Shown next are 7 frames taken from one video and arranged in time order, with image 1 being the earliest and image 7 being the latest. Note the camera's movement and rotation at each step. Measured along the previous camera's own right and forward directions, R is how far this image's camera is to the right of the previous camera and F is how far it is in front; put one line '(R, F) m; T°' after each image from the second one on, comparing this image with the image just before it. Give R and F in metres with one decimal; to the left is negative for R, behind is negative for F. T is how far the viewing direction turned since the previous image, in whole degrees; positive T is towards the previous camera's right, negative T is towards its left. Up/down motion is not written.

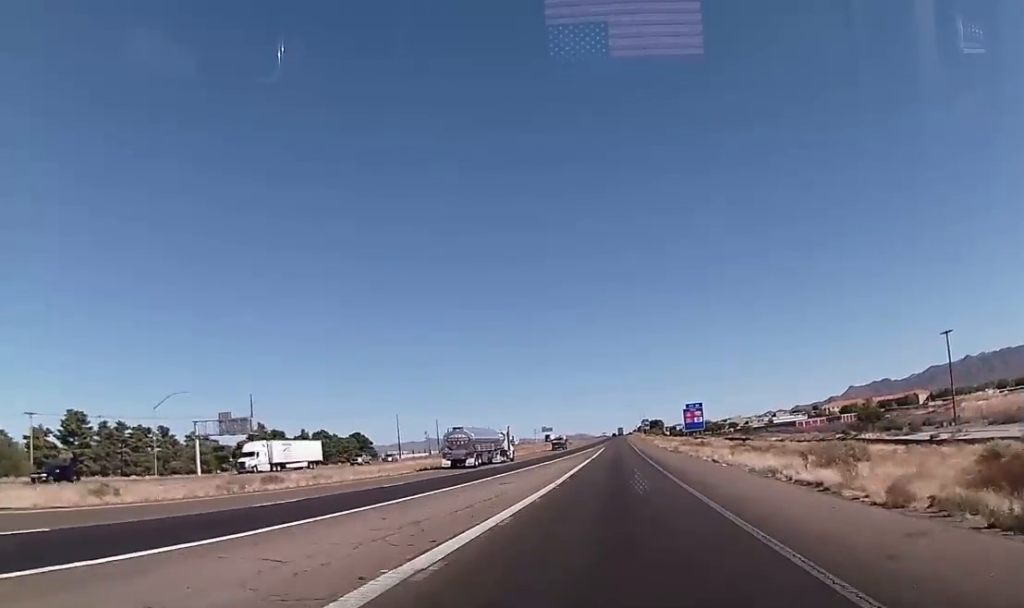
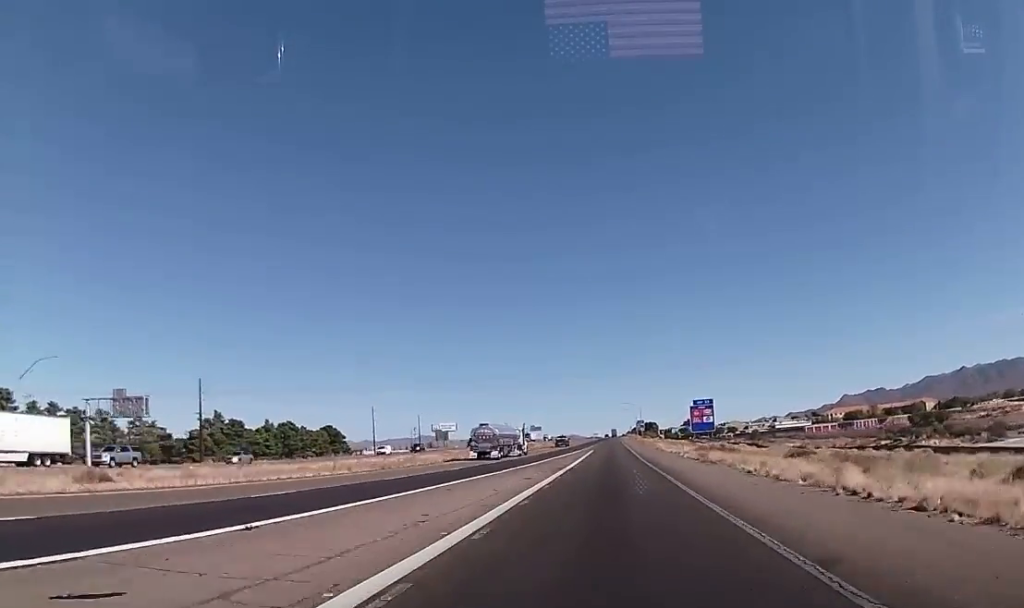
(+0.1, +25.4) m; 0°
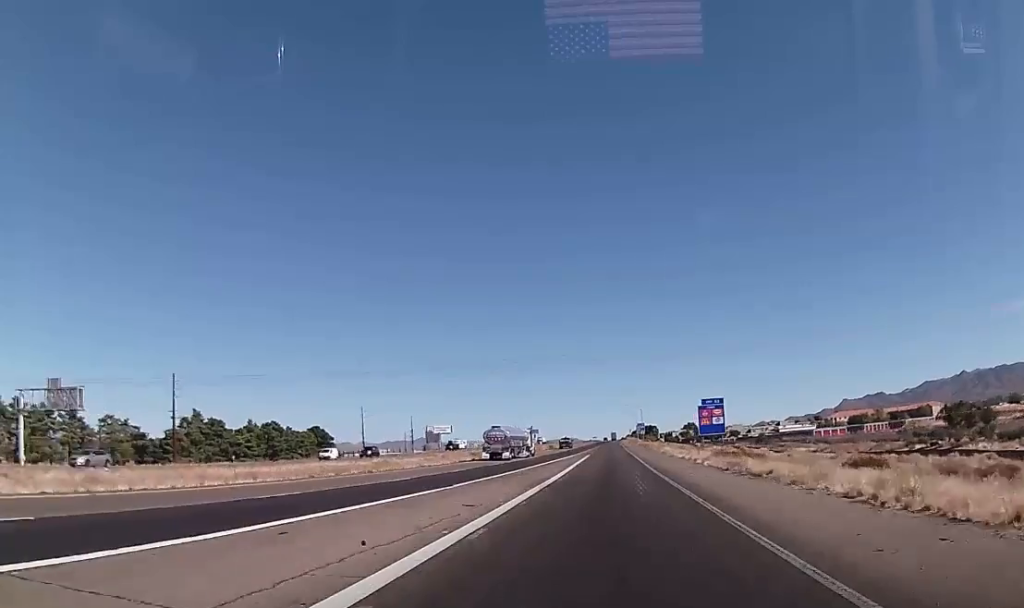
(0.0, +11.5) m; 0°
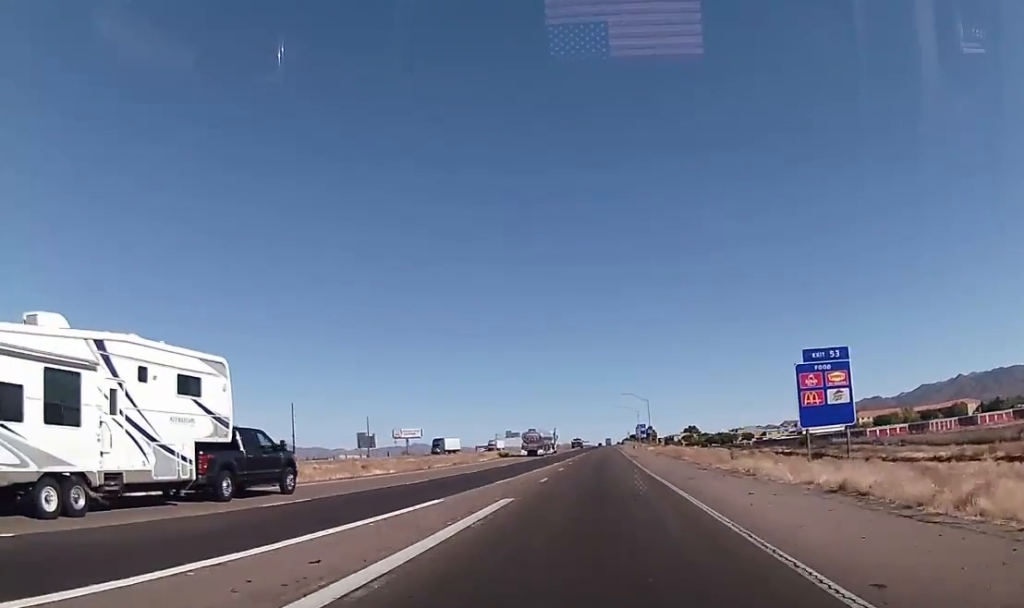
(+1.3, +62.7) m; +2°
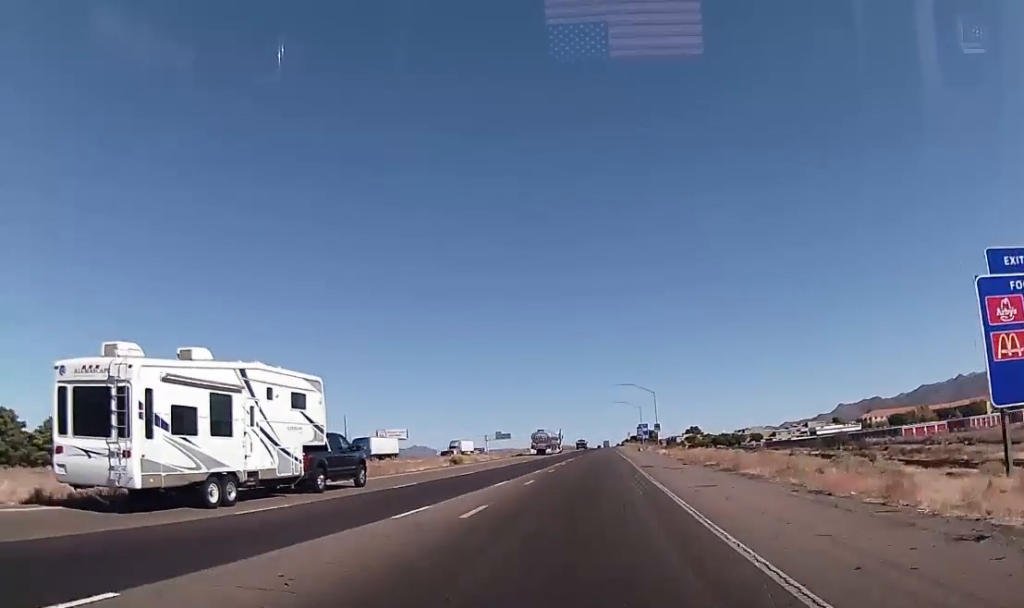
(0.0, +27.0) m; -1°
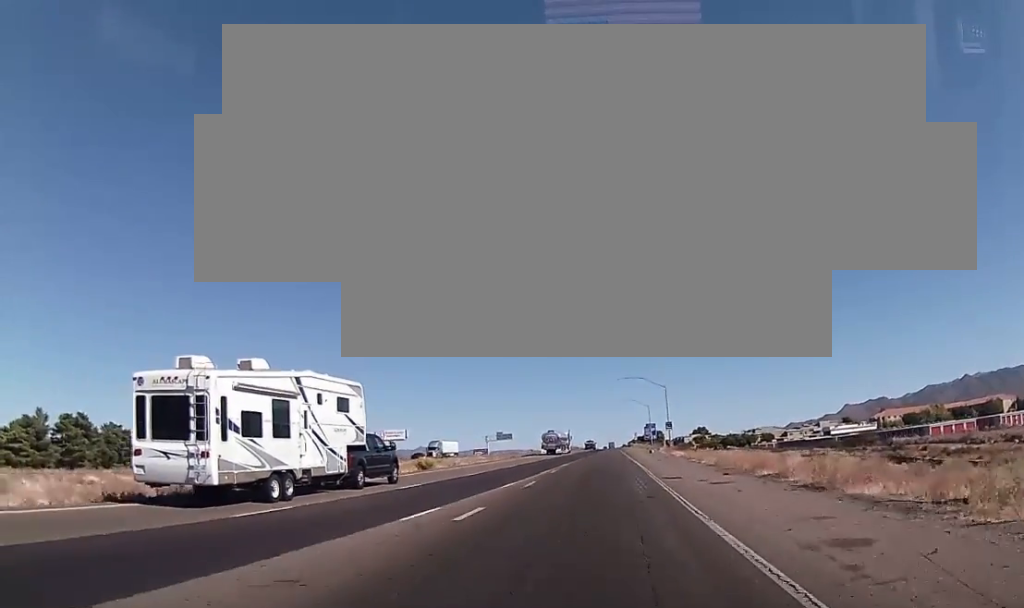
(+0.1, +13.1) m; -1°
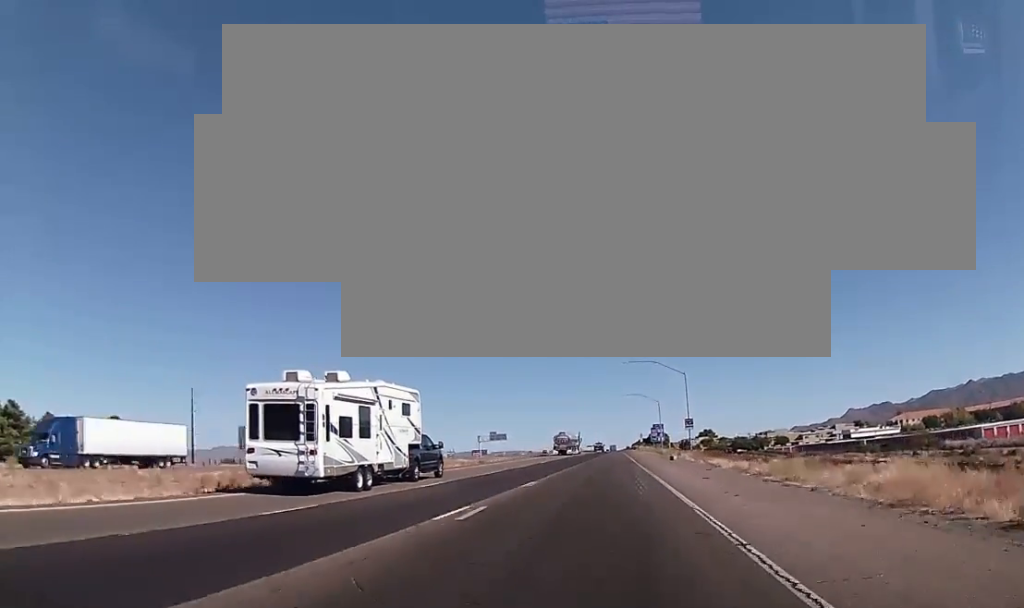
(-0.5, +24.6) m; 0°
